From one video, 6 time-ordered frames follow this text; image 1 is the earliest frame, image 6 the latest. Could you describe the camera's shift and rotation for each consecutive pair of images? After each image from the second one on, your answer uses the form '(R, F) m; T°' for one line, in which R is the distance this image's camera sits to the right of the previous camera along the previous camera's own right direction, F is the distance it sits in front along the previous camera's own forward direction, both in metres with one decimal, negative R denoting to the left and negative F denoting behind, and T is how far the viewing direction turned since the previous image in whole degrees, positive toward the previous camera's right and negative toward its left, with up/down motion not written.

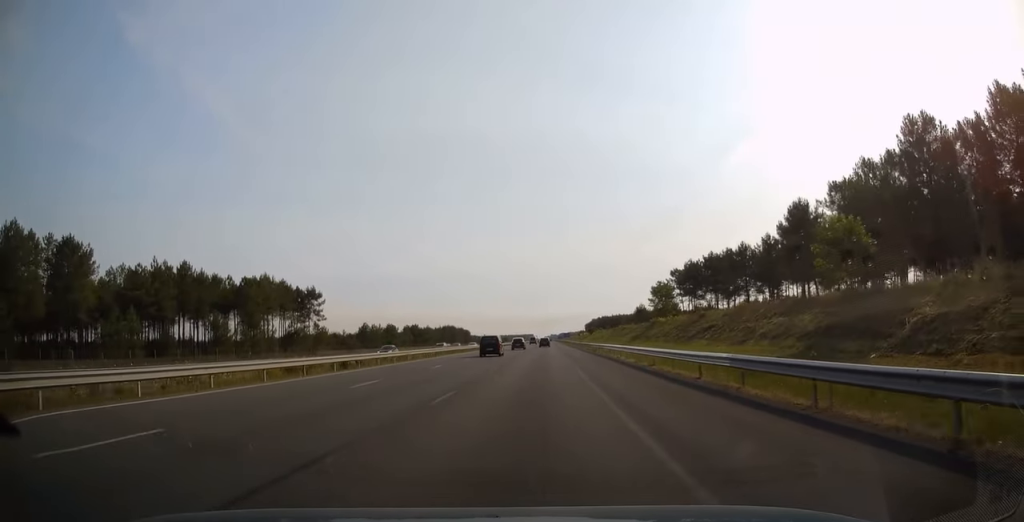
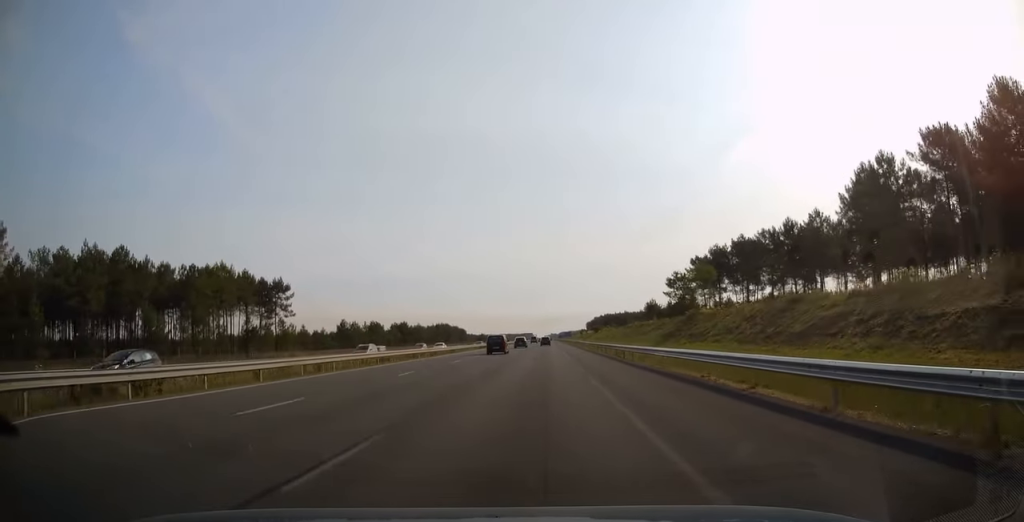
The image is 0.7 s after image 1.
(0.0, +20.6) m; 0°
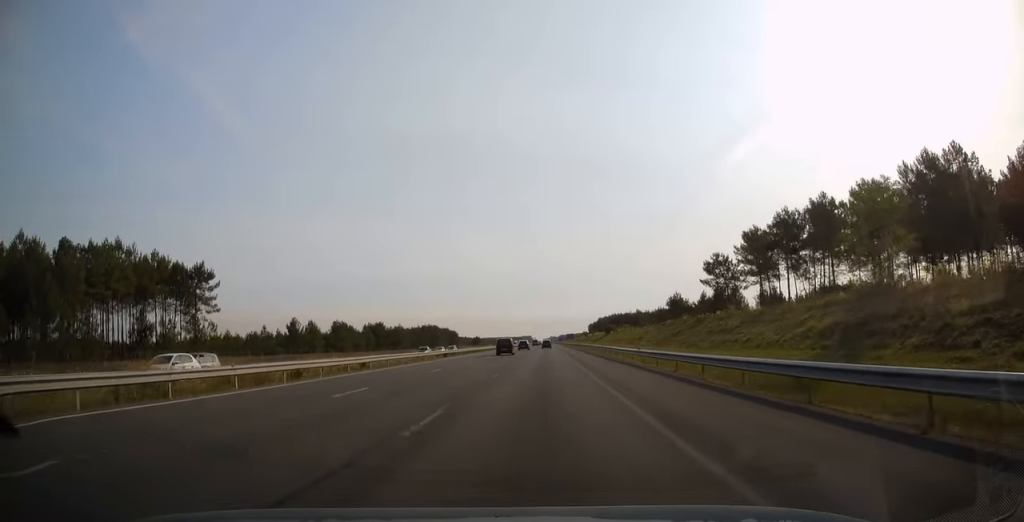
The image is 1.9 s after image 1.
(-0.3, +34.5) m; 0°
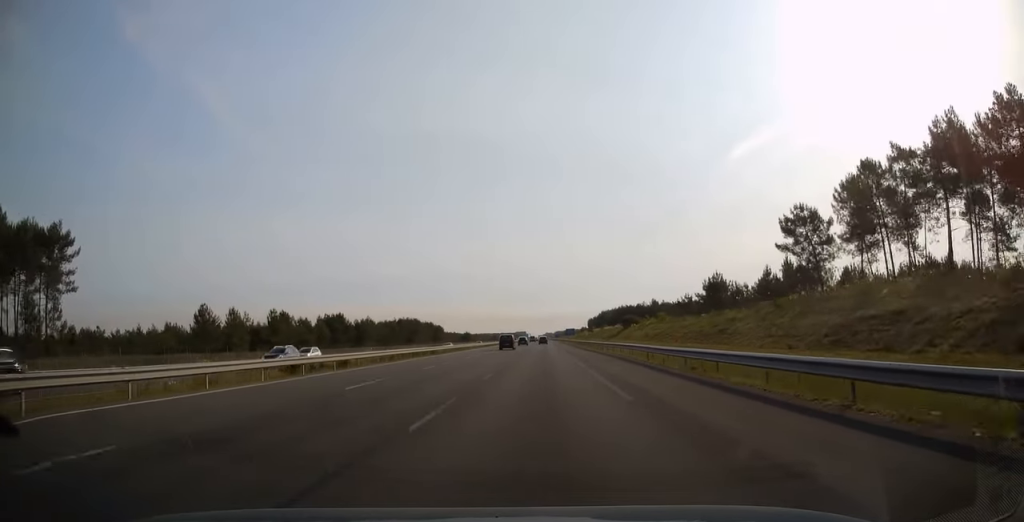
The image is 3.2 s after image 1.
(+0.5, +38.1) m; +1°
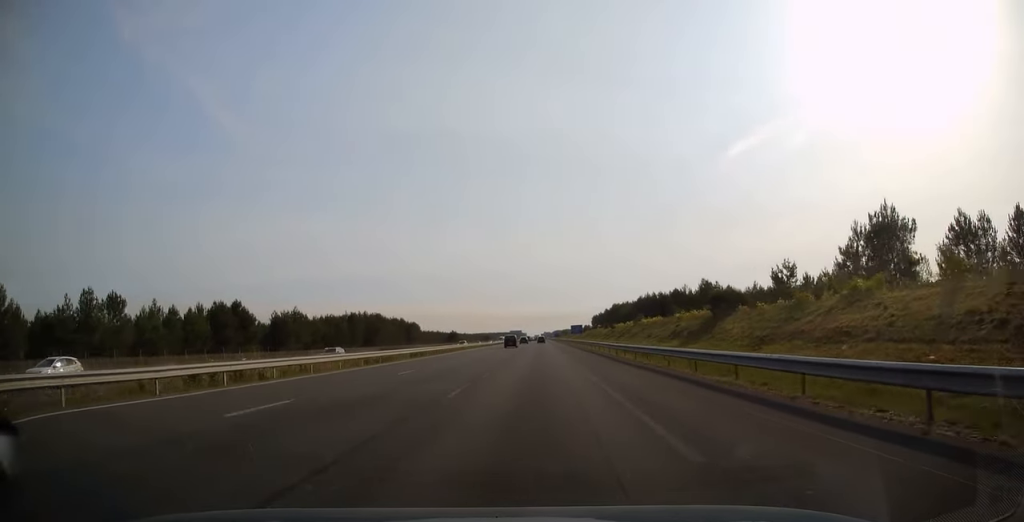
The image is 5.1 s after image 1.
(0.0, +58.6) m; 0°
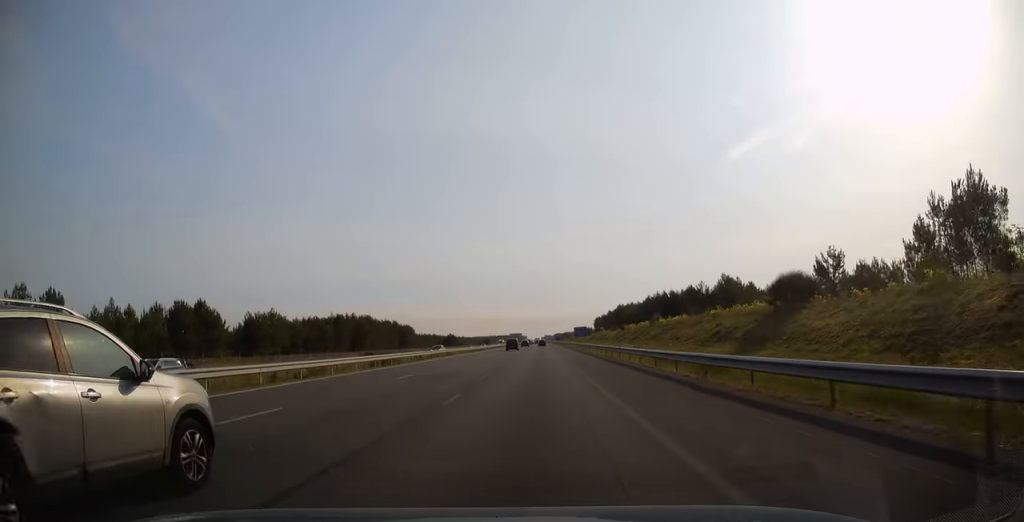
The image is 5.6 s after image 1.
(0.0, +13.3) m; 0°
